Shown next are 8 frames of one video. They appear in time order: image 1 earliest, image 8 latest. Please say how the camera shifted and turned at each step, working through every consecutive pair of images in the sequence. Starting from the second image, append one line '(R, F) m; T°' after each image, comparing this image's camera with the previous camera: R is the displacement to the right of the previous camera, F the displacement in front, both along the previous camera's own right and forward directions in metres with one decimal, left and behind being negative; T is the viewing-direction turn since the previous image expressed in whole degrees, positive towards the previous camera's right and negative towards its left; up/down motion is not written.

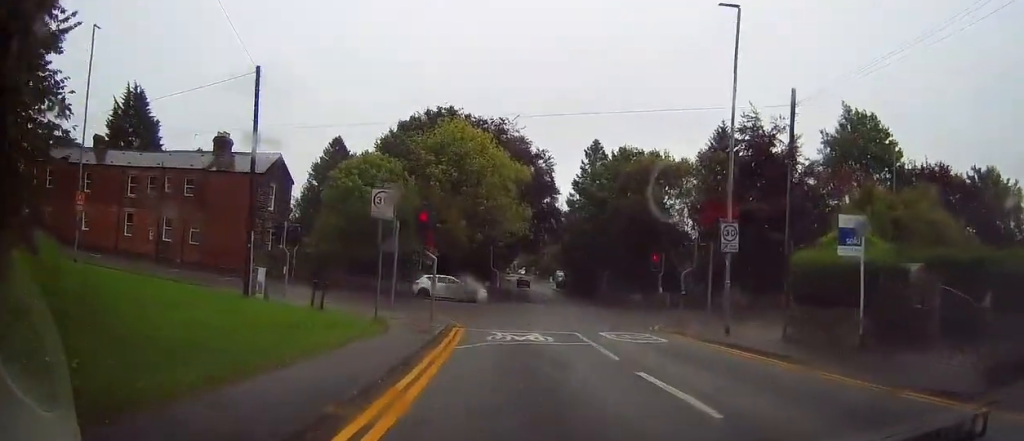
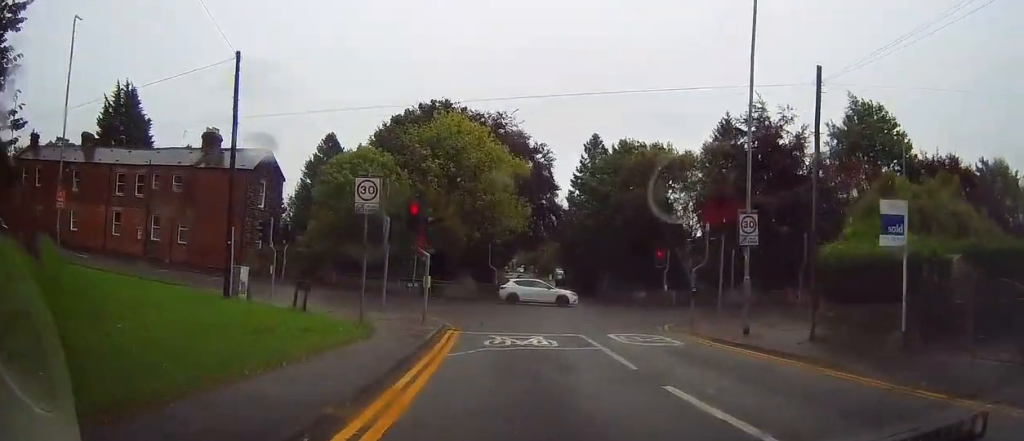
(-0.3, +2.0) m; +1°
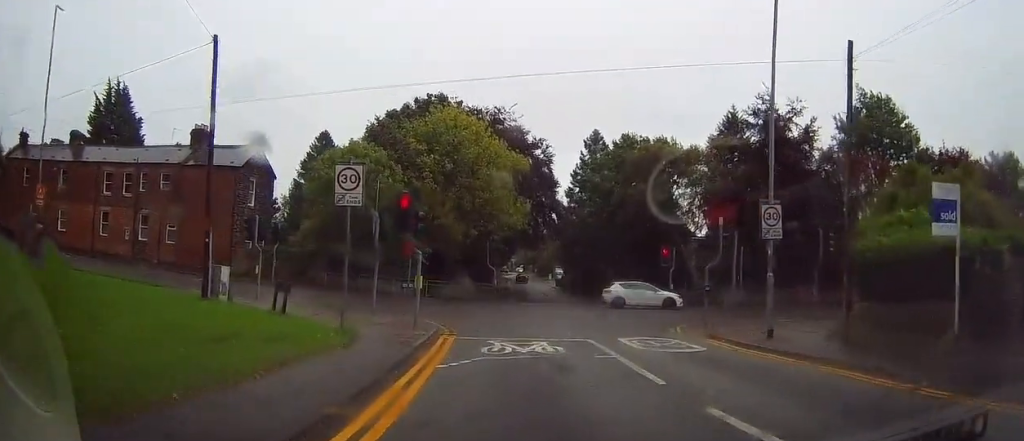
(+0.3, +1.8) m; +1°
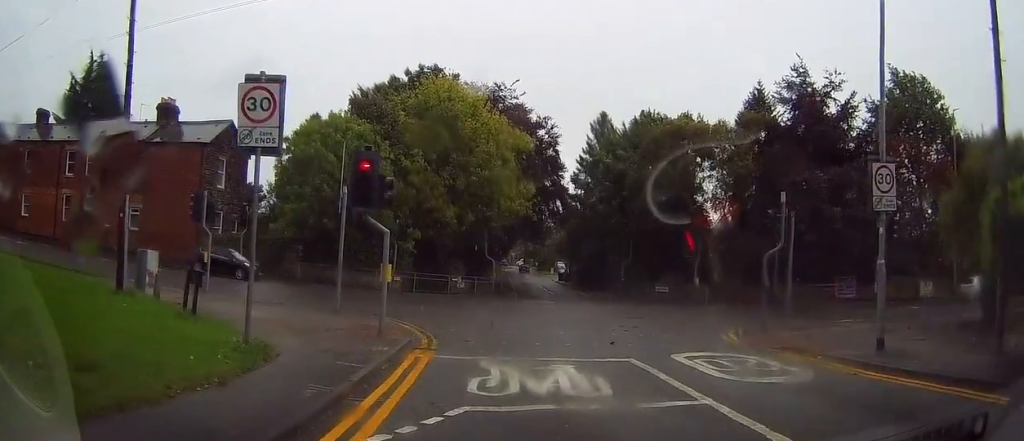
(-0.1, +6.2) m; -3°
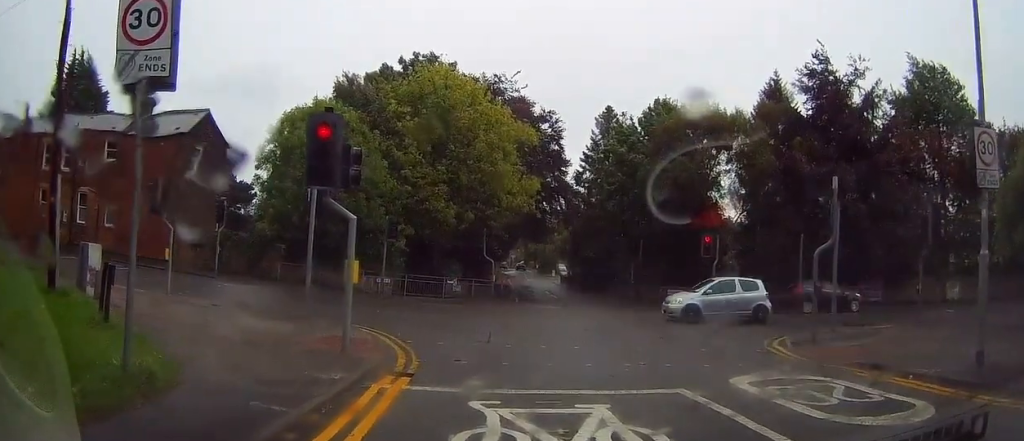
(-0.2, +3.8) m; -1°
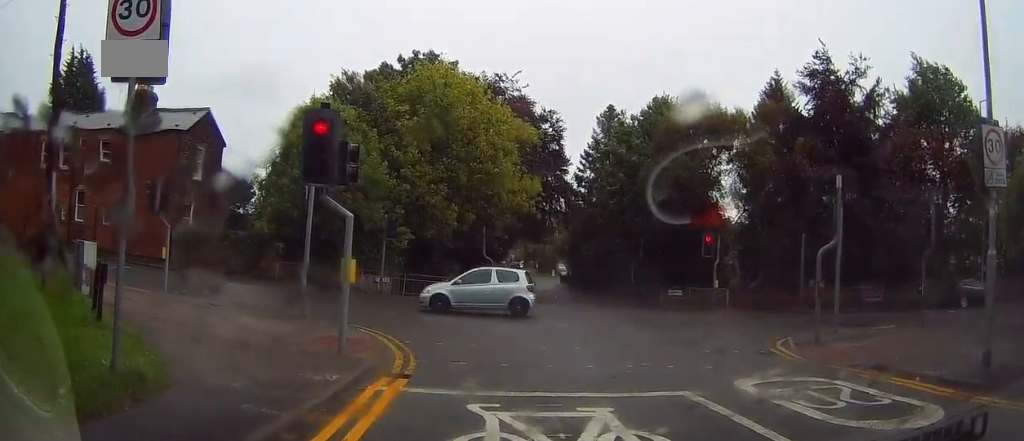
(-0.2, +0.3) m; 0°
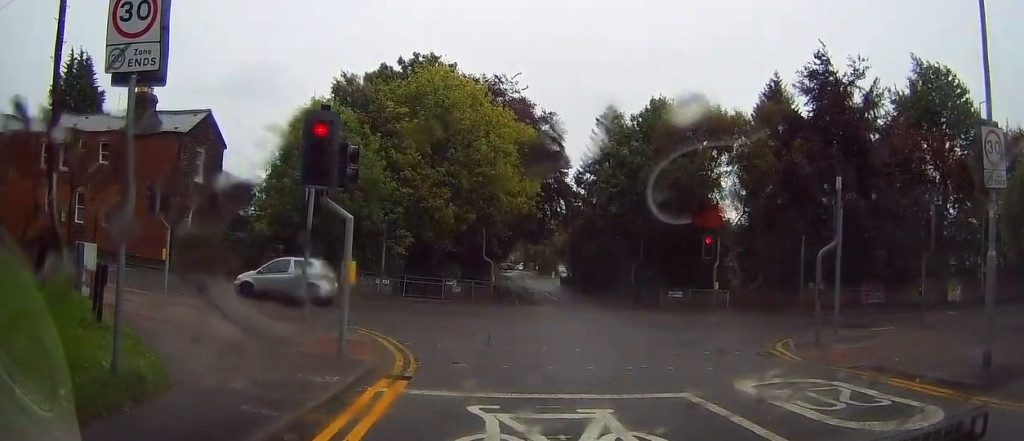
(0.0, +0.1) m; 0°
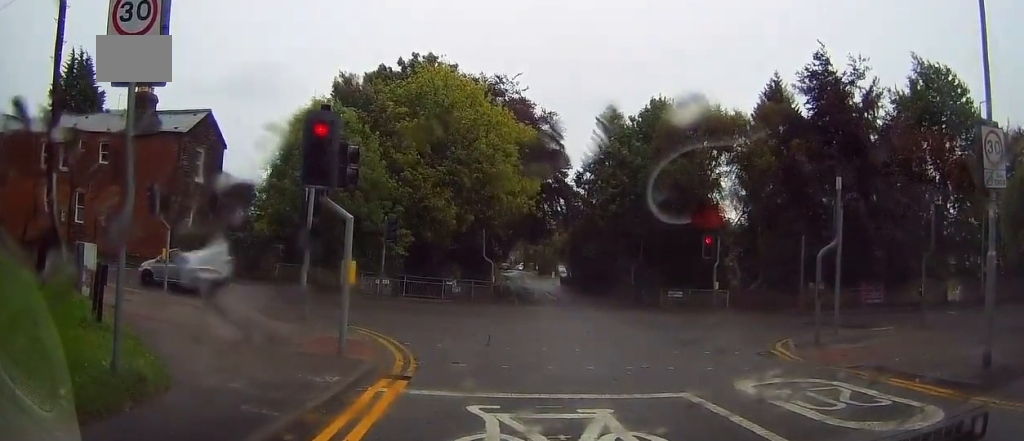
(0.0, 0.0) m; 0°
